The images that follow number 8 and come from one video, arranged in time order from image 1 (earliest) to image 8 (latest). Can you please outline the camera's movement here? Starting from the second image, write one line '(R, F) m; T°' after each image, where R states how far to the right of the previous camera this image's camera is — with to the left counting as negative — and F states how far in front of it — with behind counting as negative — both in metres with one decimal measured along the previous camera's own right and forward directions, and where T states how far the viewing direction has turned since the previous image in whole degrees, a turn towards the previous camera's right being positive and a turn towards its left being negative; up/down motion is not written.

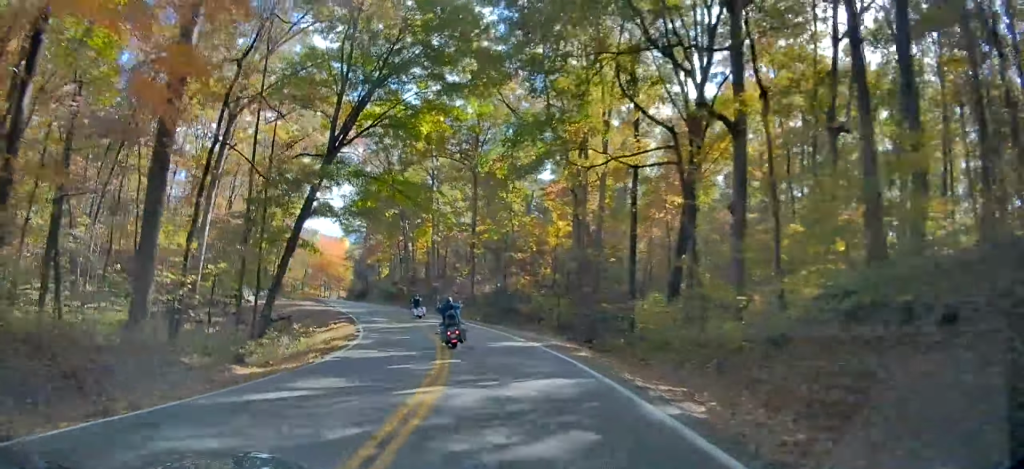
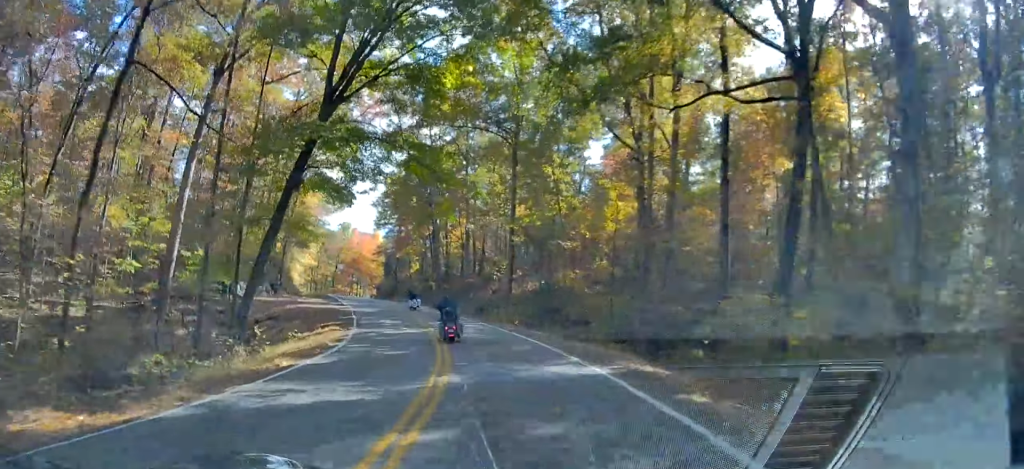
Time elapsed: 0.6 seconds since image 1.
(-1.1, +8.5) m; -11°
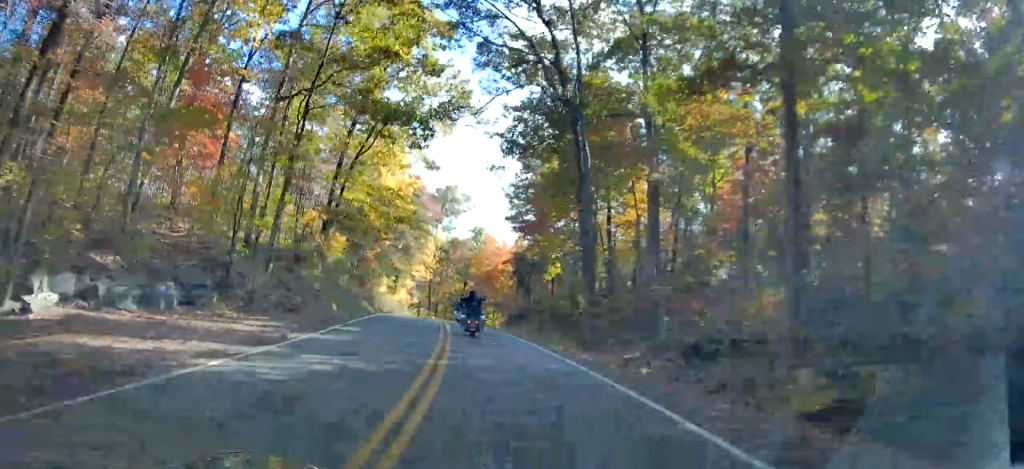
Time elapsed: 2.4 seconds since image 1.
(-6.6, +28.6) m; -18°
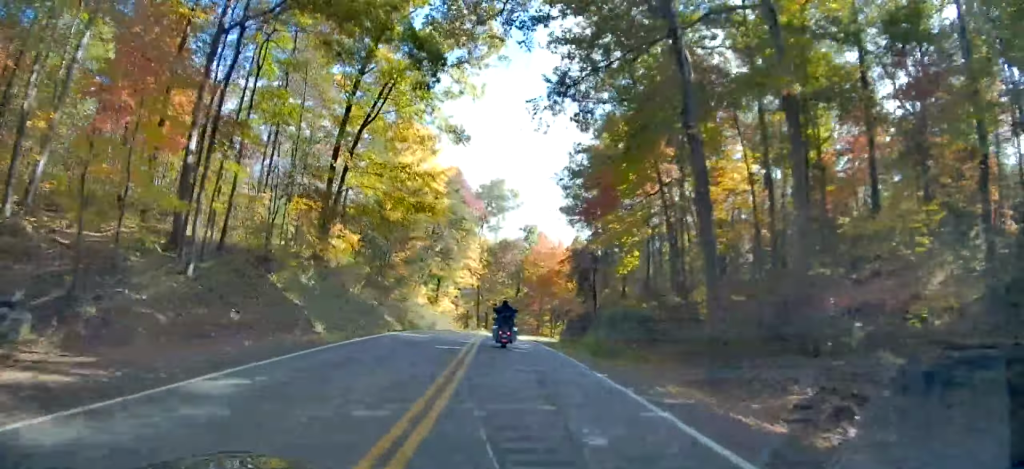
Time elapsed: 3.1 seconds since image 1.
(-0.3, +11.5) m; -3°
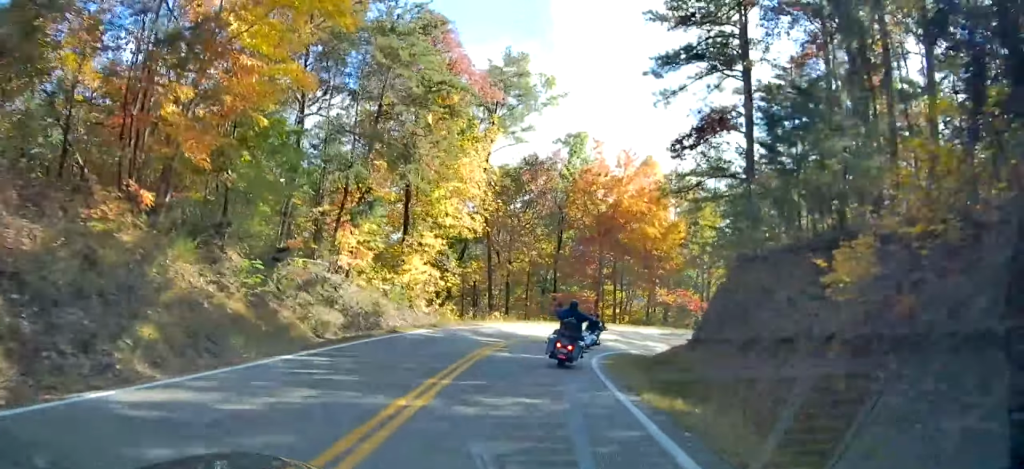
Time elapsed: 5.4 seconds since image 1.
(-2.3, +36.7) m; -5°
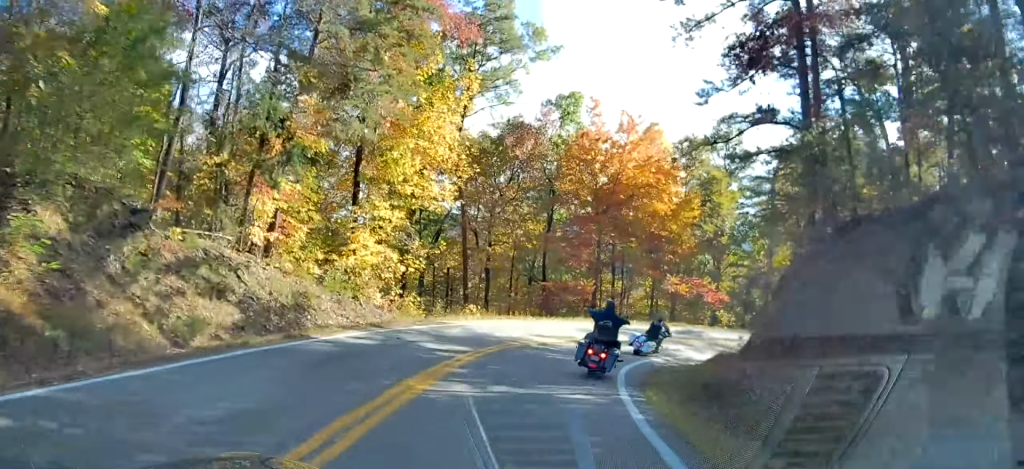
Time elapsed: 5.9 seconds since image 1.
(+0.1, +8.2) m; +1°
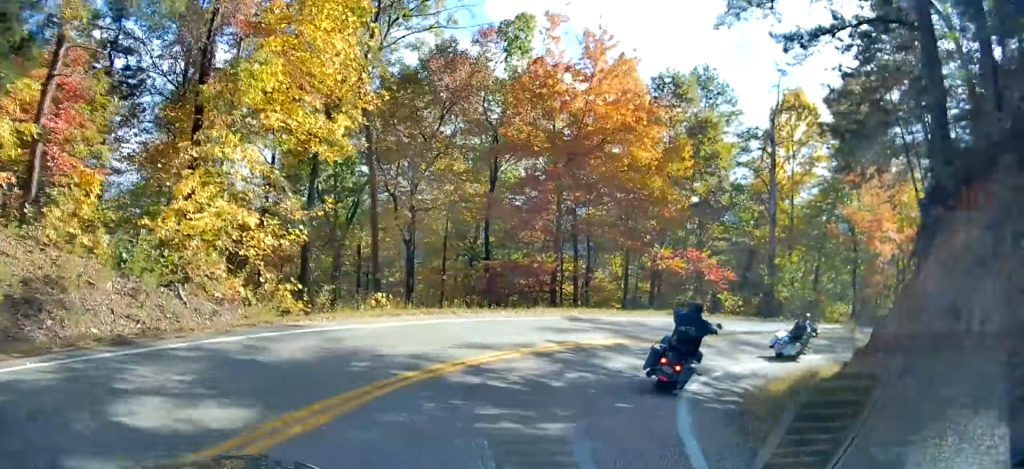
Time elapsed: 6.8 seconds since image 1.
(-0.2, +11.1) m; +4°
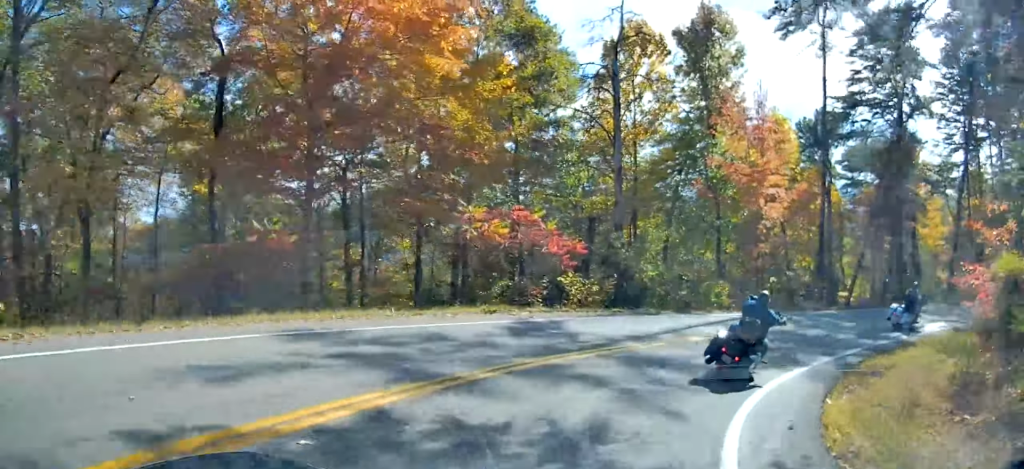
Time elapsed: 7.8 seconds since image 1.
(+1.5, +12.3) m; +20°
